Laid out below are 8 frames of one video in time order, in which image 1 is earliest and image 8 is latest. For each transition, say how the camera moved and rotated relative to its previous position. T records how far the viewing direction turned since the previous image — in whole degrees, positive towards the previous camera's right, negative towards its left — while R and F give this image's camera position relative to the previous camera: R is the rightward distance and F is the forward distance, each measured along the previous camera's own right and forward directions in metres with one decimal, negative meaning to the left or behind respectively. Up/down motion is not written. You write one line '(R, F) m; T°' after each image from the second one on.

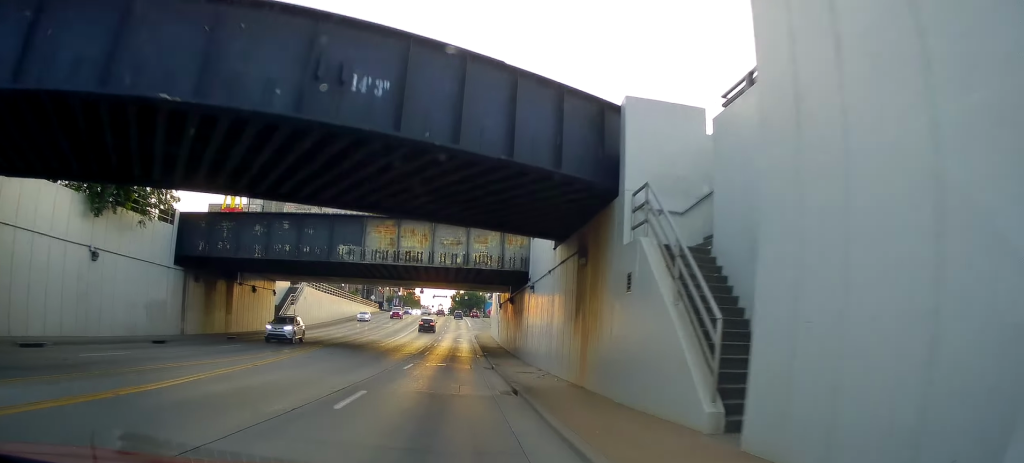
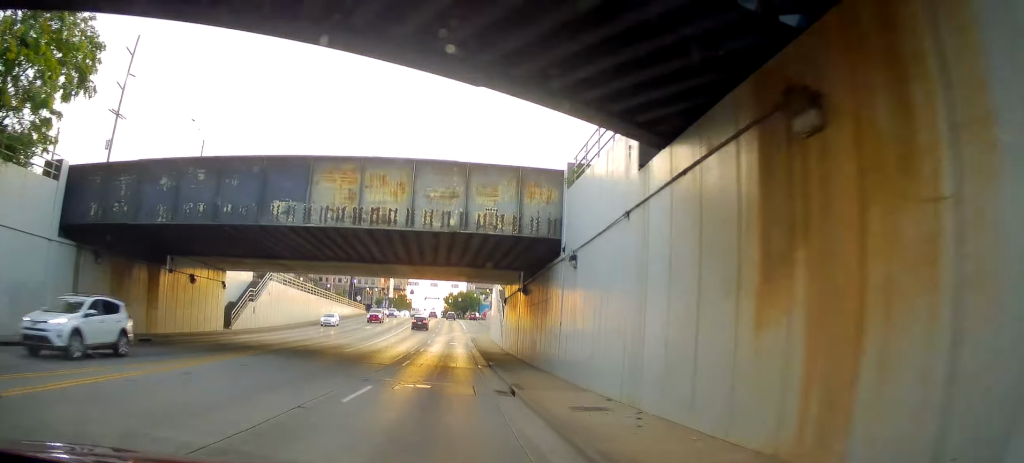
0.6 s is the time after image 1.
(-0.1, +10.6) m; -1°
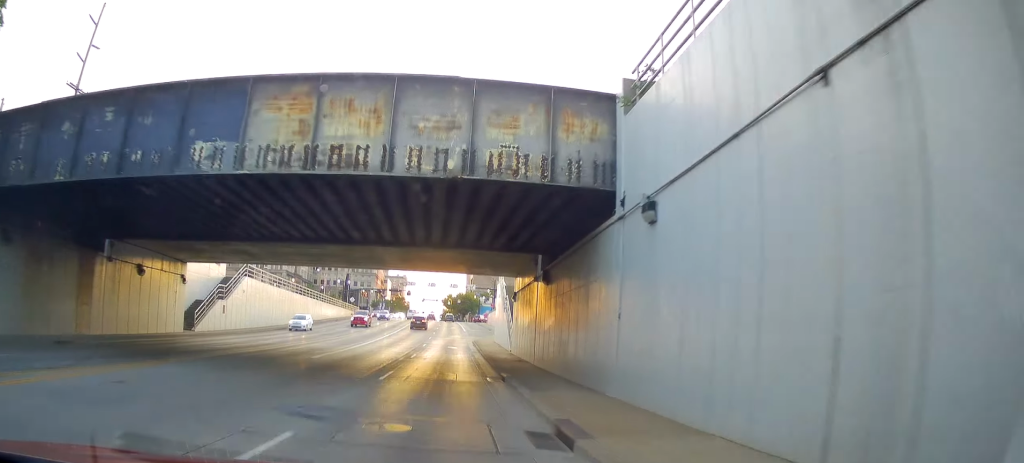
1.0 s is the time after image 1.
(-0.1, +6.6) m; -1°
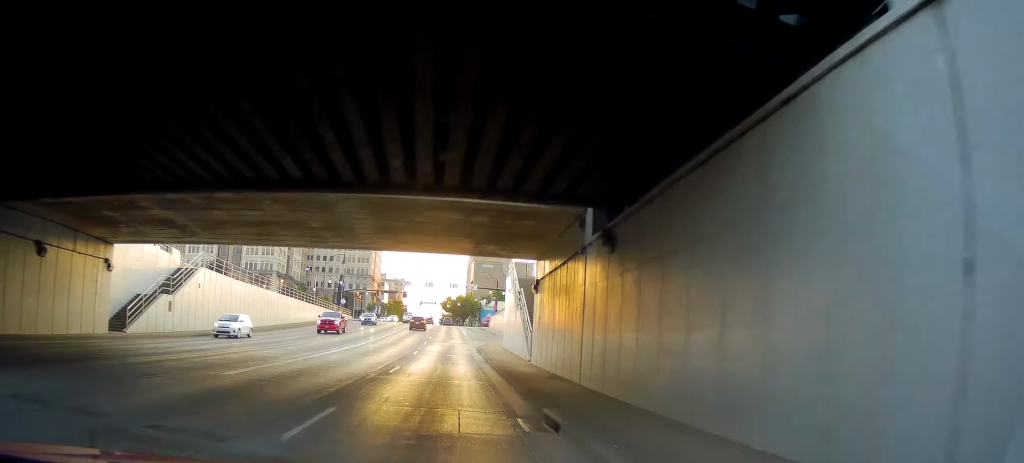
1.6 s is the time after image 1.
(-0.1, +8.7) m; 0°
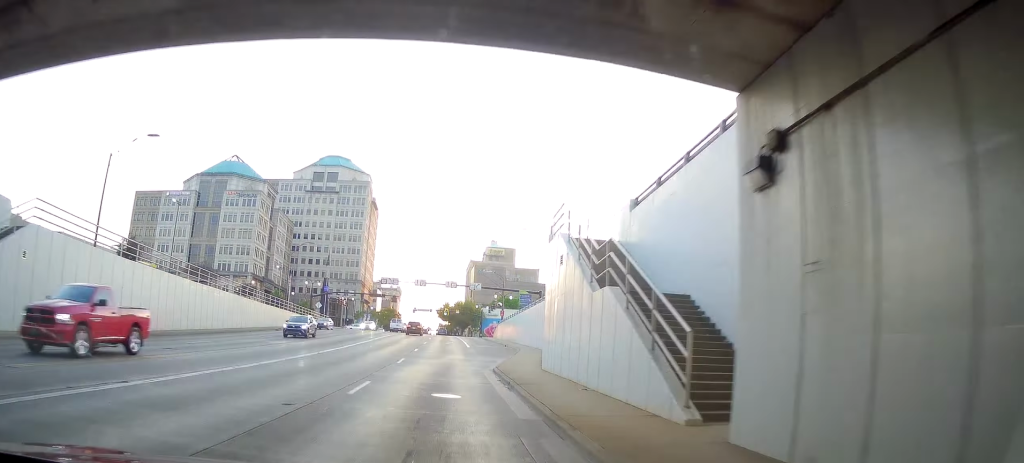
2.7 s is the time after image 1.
(+0.2, +17.8) m; +3°
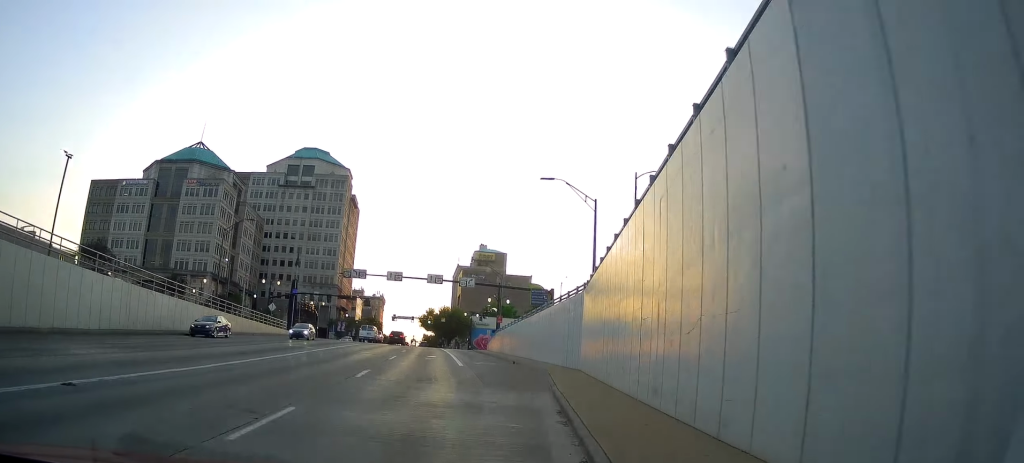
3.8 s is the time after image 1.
(+0.8, +16.6) m; +3°
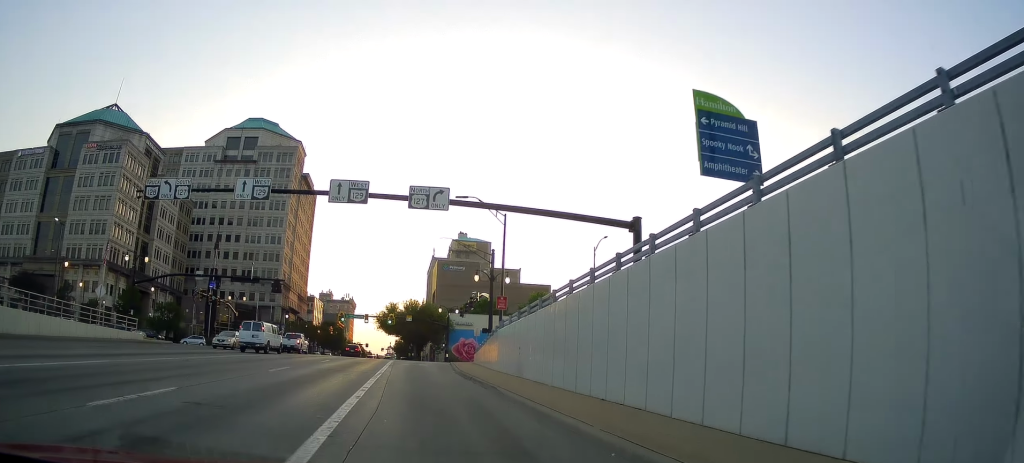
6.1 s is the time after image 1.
(-0.4, +31.7) m; 0°
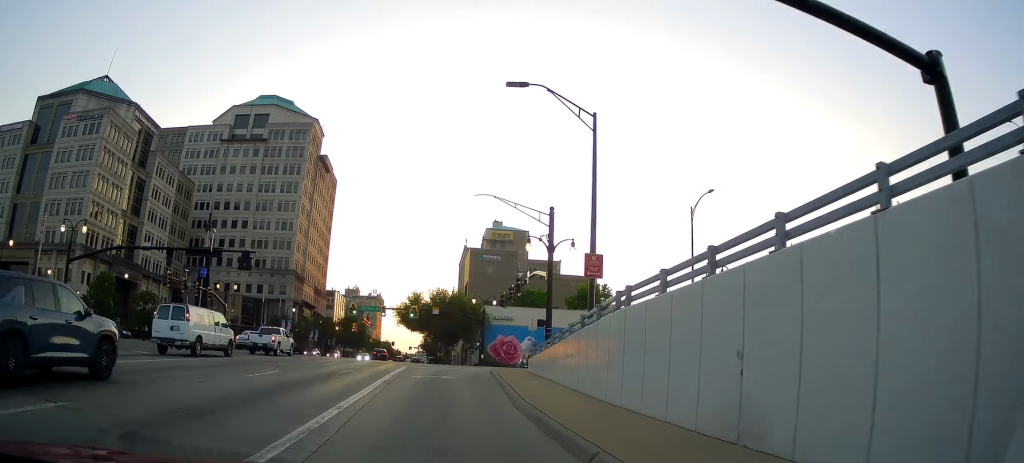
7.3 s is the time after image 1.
(+0.1, +14.0) m; 0°
